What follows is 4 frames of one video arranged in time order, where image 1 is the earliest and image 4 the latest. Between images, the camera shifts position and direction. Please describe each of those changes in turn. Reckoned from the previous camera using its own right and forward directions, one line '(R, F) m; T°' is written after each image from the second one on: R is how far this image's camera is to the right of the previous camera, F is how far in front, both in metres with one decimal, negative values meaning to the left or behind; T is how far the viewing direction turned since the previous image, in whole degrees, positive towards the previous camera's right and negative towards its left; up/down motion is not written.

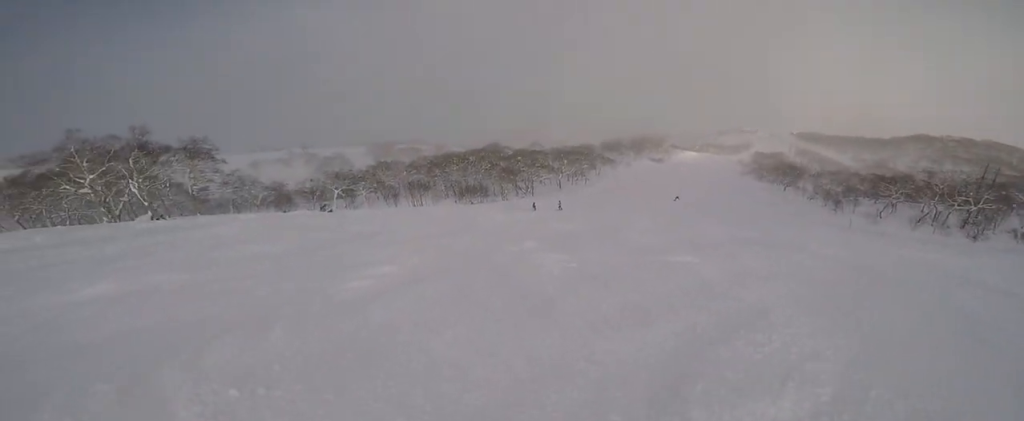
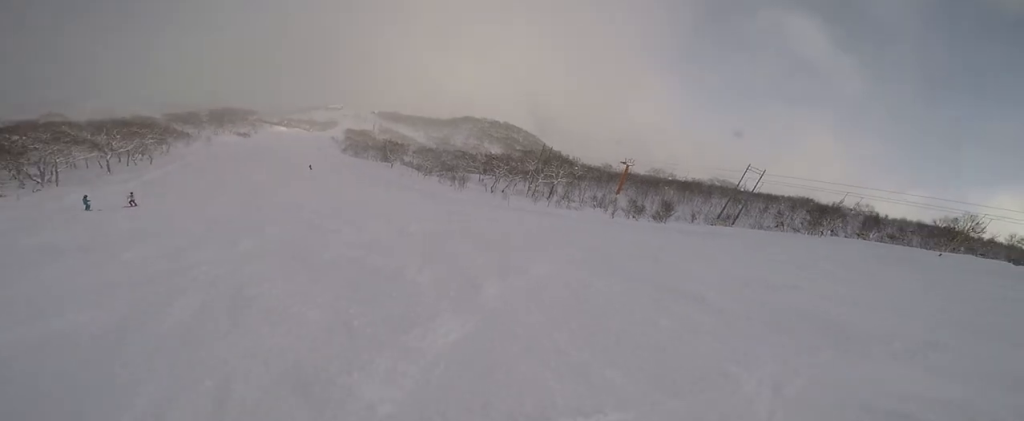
(+3.2, +13.4) m; +67°
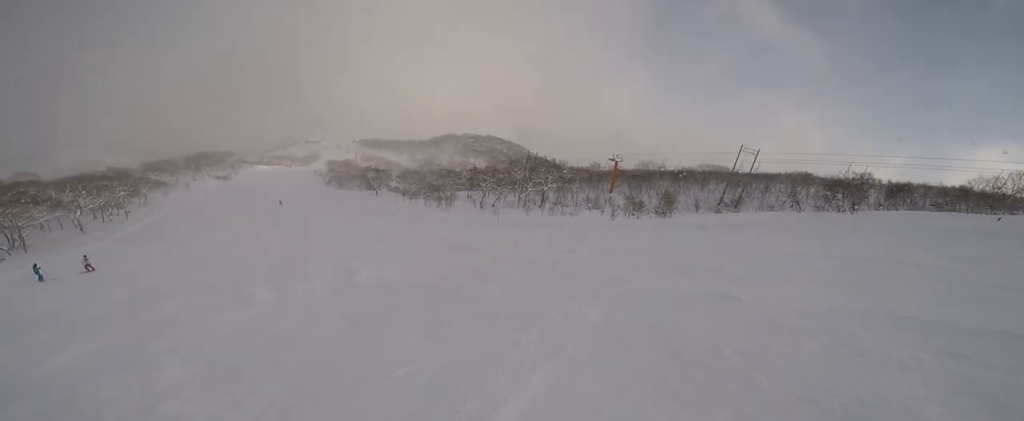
(+1.4, +3.3) m; +15°
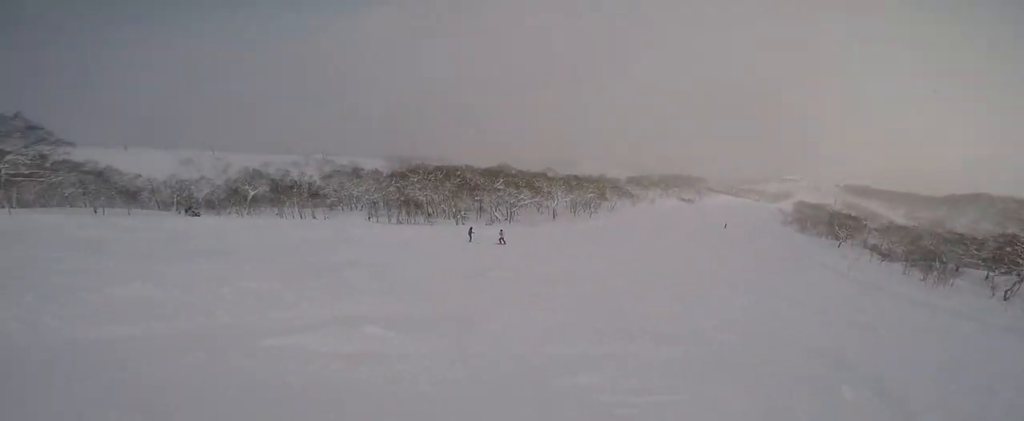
(-4.9, +8.6) m; -79°
